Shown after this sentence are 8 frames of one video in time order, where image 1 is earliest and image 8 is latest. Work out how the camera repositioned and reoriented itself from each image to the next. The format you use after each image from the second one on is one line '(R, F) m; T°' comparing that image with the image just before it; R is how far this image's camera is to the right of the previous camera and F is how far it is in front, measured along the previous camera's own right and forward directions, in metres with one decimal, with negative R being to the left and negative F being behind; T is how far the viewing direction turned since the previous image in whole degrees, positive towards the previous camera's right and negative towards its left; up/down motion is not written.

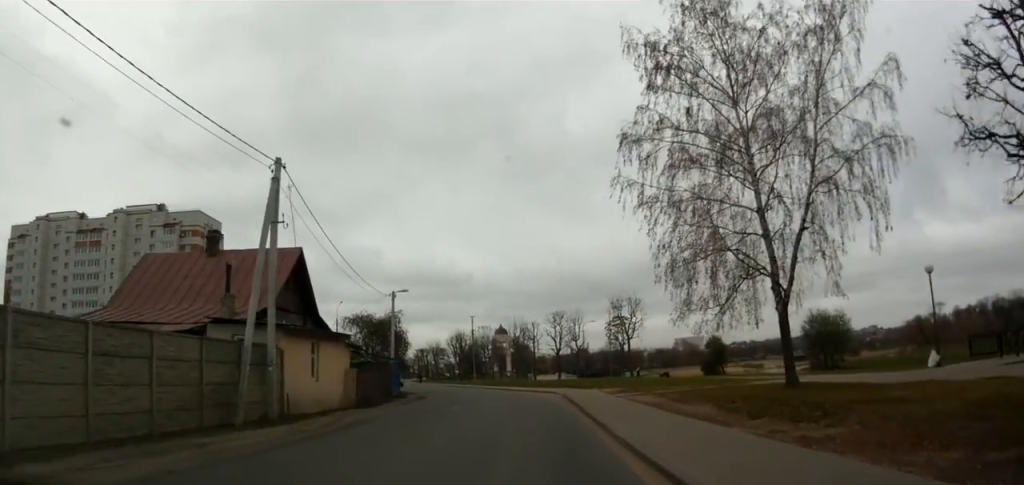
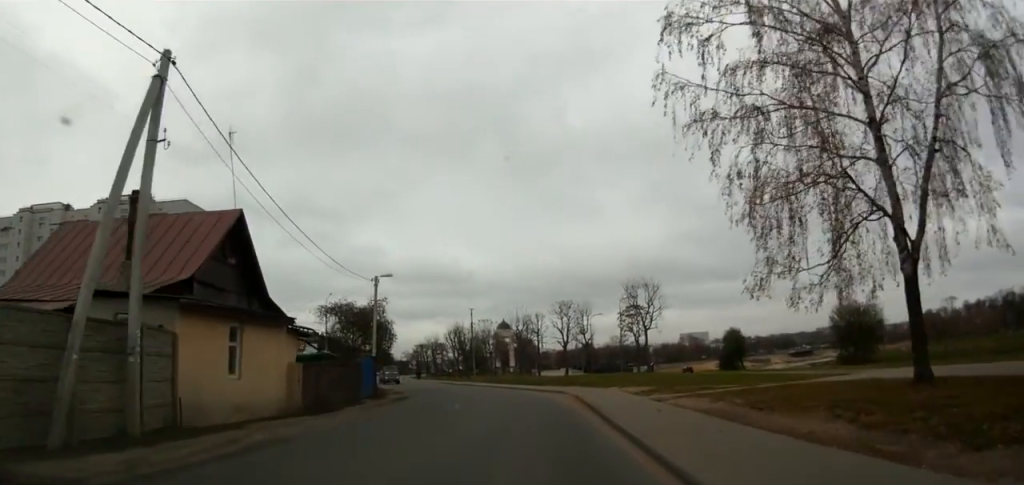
(-0.4, +6.6) m; 0°
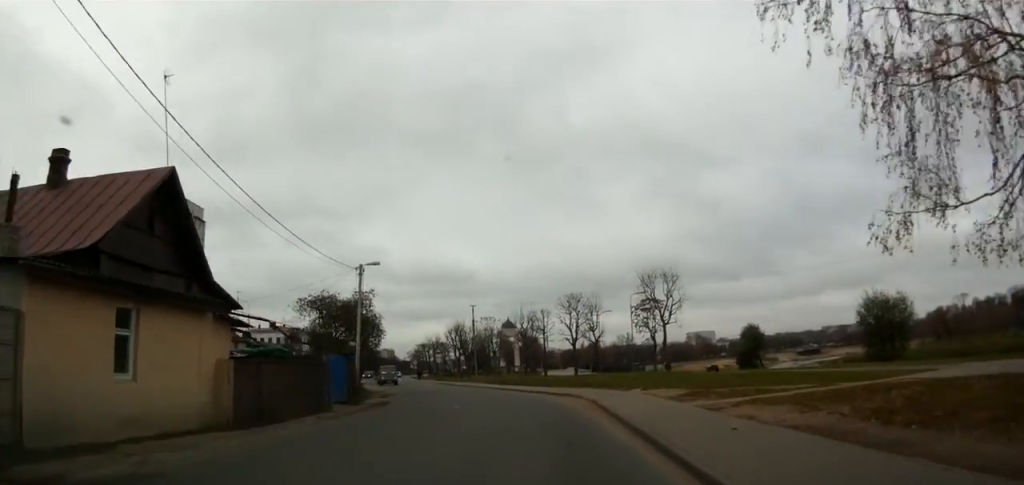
(0.0, +4.6) m; 0°
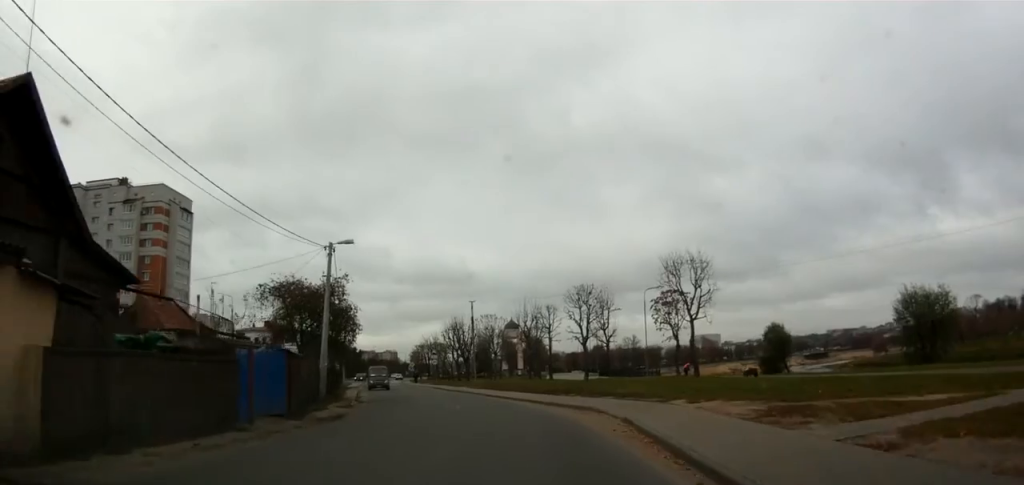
(+0.3, +6.4) m; 0°
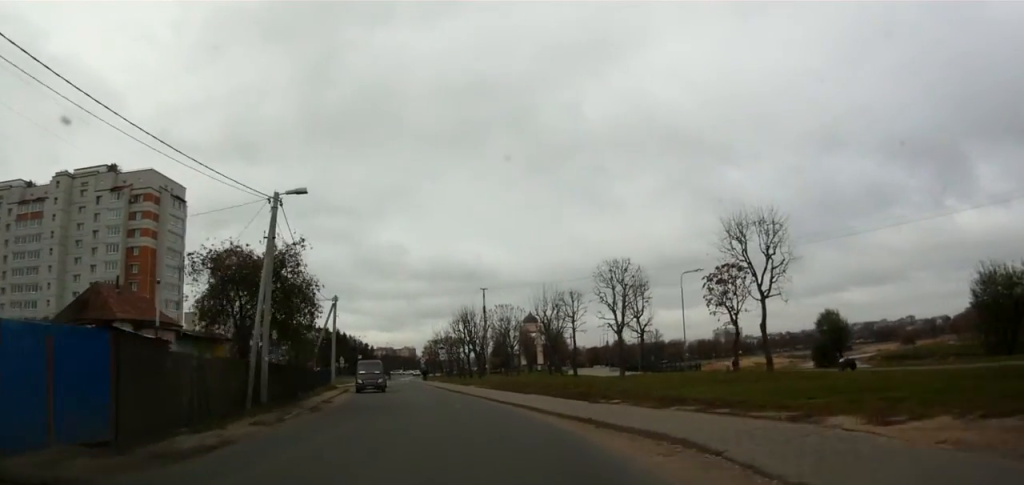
(-0.3, +9.1) m; -2°
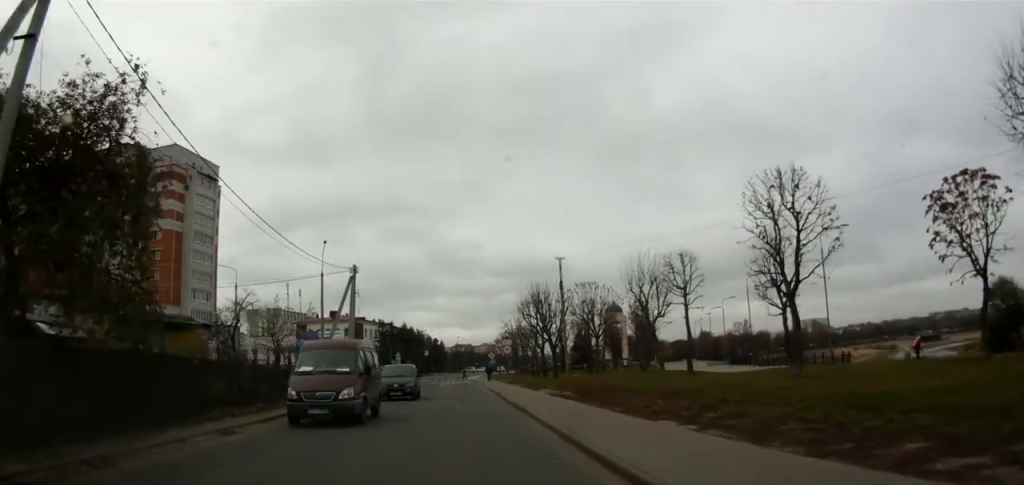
(-0.4, +15.6) m; -5°
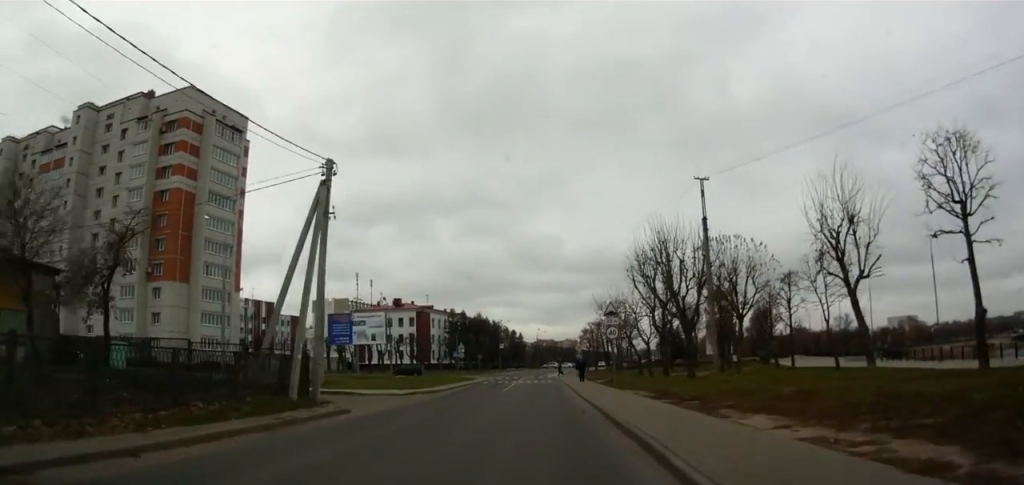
(-2.0, +20.3) m; -9°
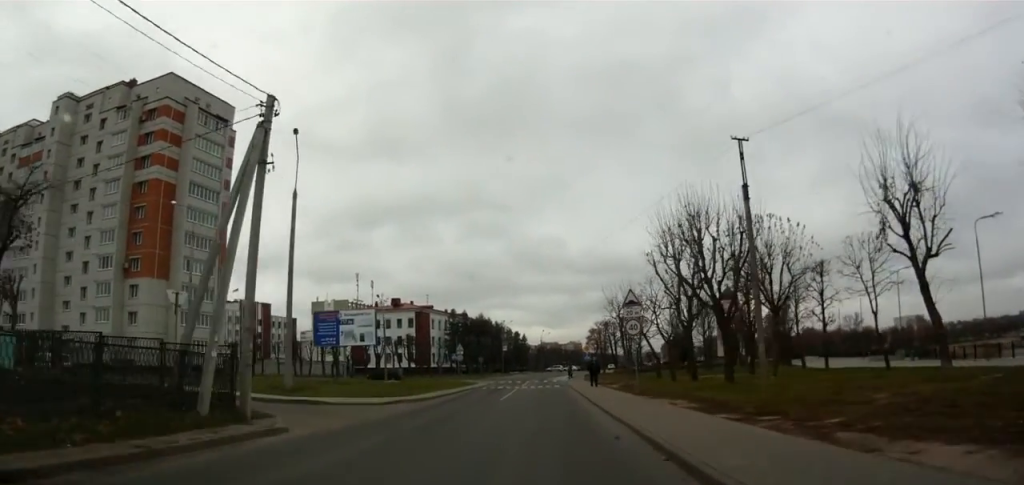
(0.0, +5.2) m; 0°
